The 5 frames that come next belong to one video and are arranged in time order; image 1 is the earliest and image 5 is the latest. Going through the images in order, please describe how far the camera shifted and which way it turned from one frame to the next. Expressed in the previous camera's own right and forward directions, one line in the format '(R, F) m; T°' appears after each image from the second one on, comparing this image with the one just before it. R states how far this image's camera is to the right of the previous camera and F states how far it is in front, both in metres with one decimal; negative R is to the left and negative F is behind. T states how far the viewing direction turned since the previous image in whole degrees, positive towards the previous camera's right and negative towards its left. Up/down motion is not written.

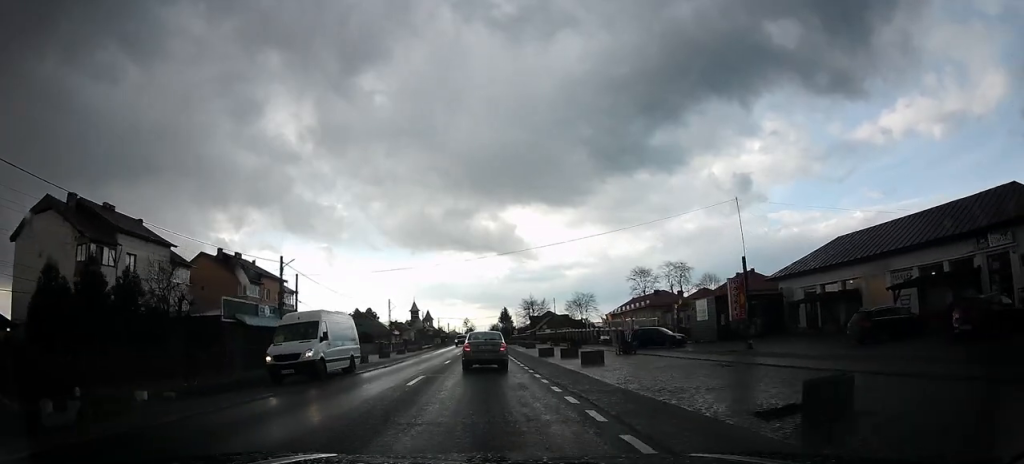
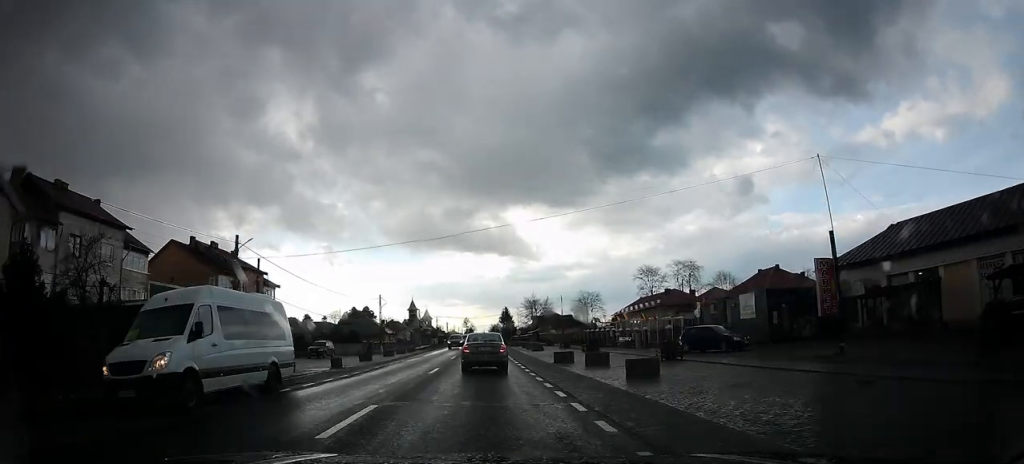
(+0.8, +7.1) m; +1°
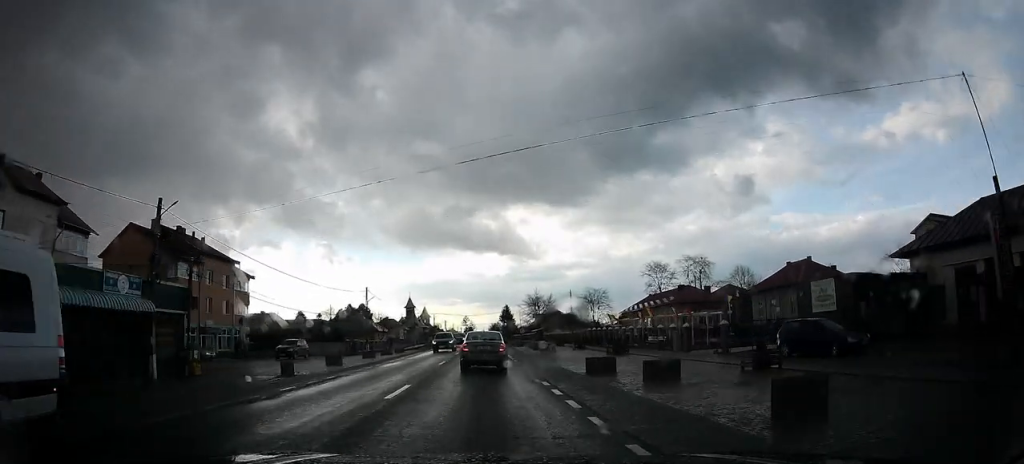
(+0.2, +8.0) m; 0°
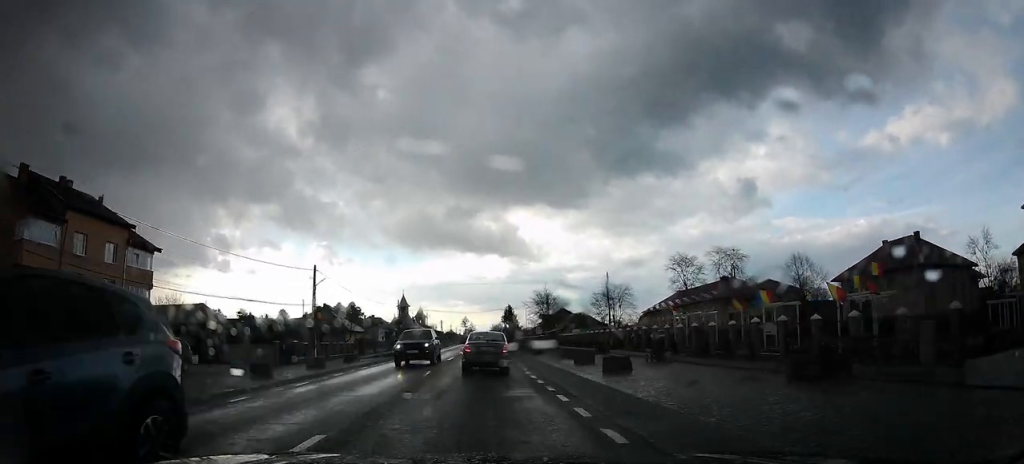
(-1.1, +19.6) m; -3°
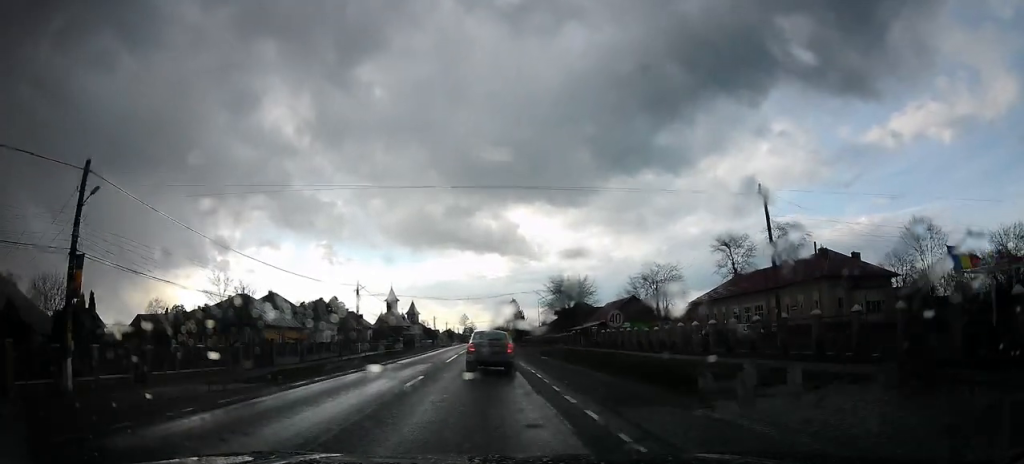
(+1.0, +28.0) m; +4°
